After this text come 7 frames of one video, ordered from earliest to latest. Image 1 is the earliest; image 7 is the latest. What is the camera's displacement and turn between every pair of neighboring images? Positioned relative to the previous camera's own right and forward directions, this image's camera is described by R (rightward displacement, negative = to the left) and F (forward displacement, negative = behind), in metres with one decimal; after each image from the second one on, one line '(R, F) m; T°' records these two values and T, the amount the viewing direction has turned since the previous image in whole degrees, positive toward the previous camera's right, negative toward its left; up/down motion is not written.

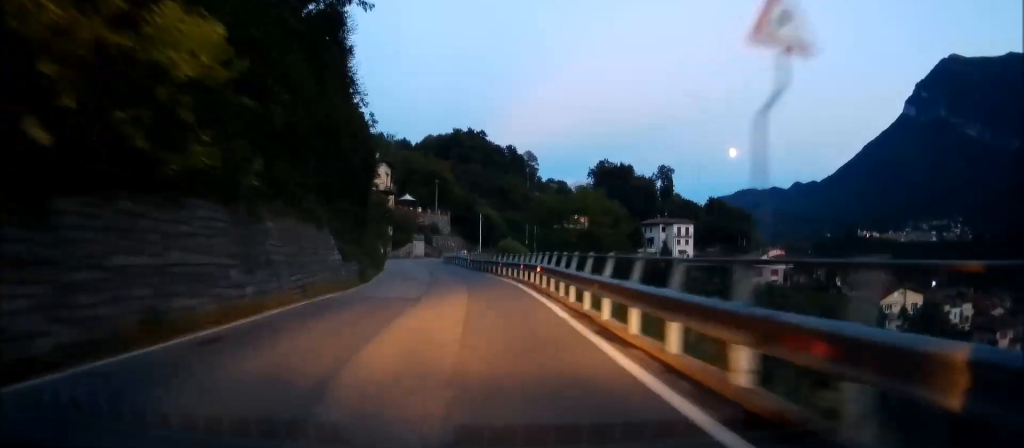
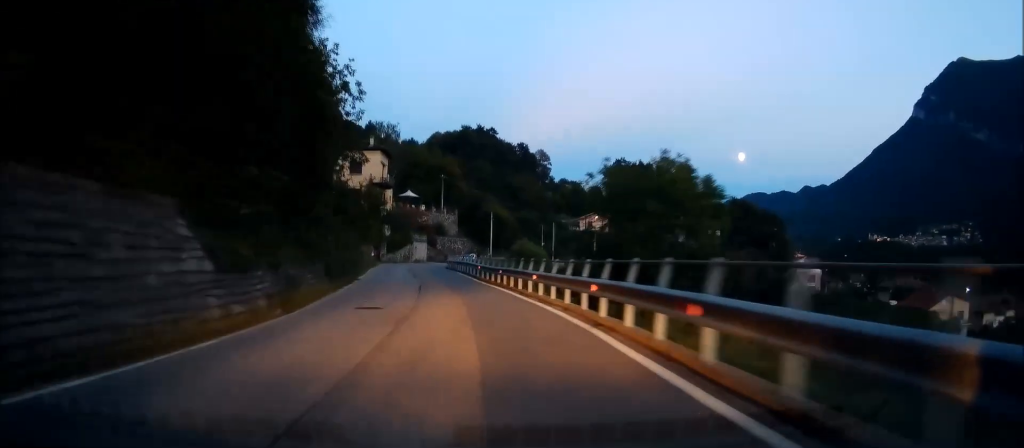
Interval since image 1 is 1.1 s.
(+0.1, +13.1) m; 0°
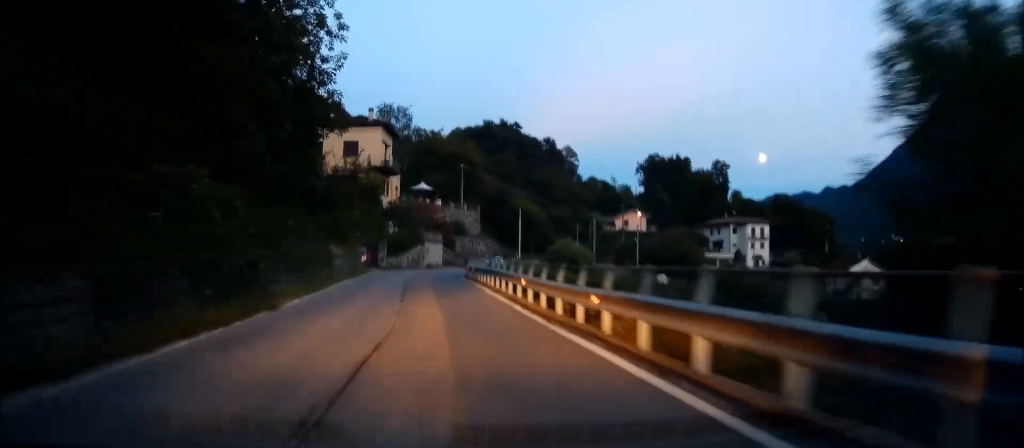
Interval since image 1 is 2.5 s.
(-0.4, +16.0) m; -1°
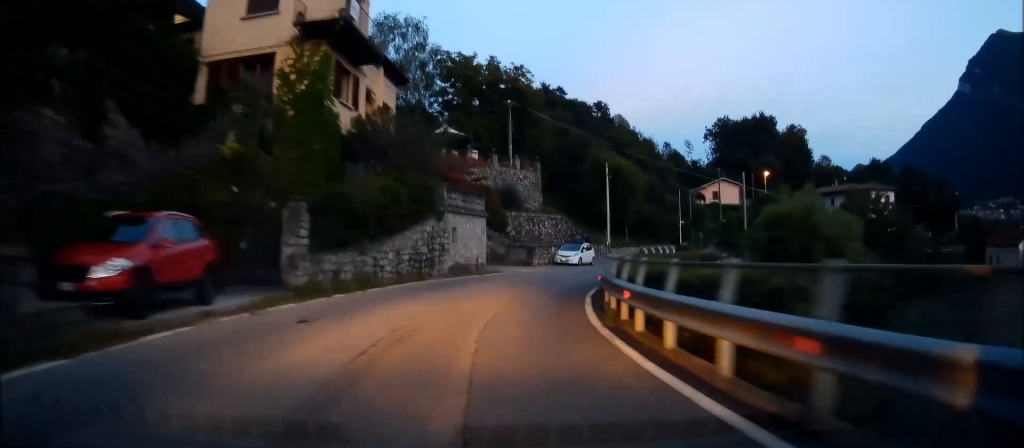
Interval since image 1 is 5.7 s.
(-1.5, +36.2) m; -6°
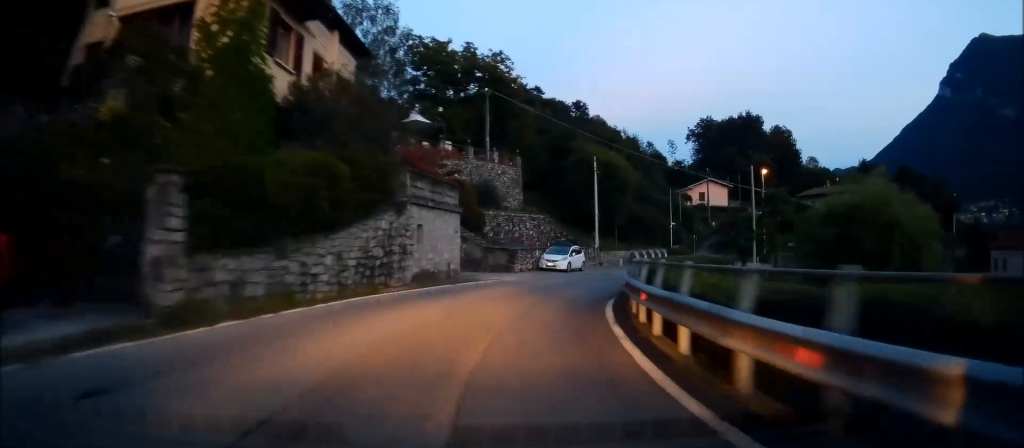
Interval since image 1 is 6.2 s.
(+0.7, +5.6) m; +7°
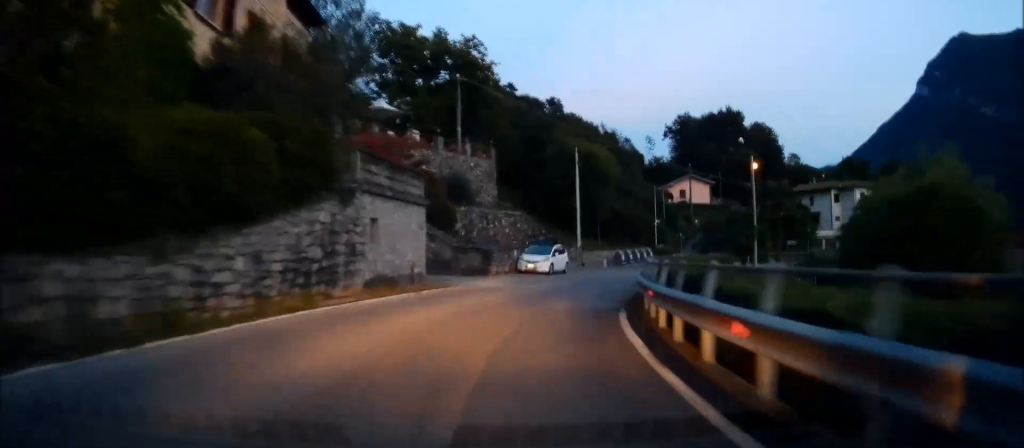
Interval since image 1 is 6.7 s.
(0.0, +4.3) m; +5°
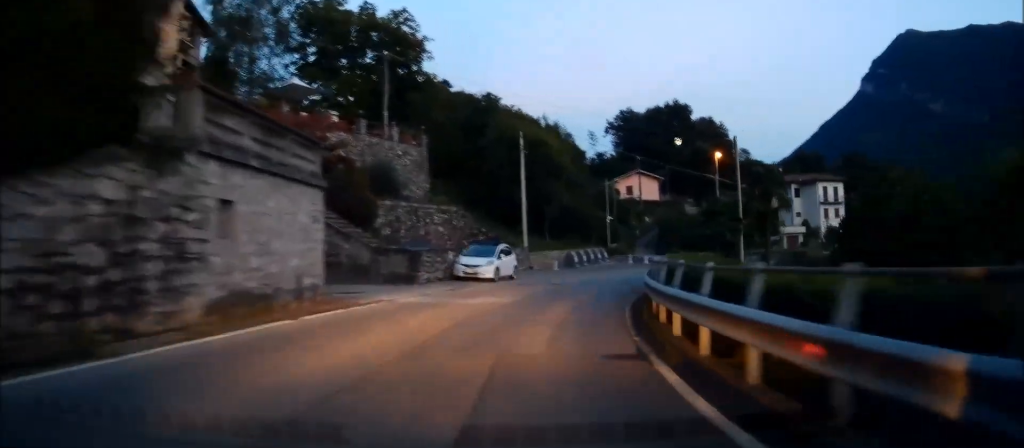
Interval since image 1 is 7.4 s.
(+0.6, +6.8) m; +4°
